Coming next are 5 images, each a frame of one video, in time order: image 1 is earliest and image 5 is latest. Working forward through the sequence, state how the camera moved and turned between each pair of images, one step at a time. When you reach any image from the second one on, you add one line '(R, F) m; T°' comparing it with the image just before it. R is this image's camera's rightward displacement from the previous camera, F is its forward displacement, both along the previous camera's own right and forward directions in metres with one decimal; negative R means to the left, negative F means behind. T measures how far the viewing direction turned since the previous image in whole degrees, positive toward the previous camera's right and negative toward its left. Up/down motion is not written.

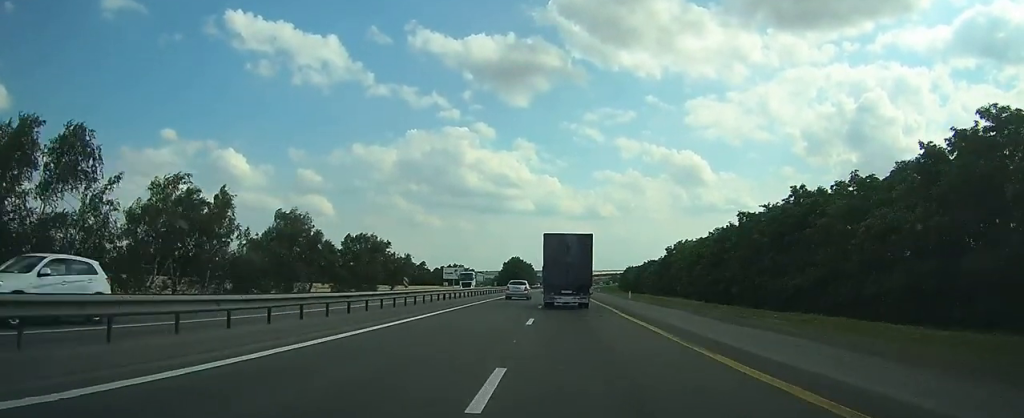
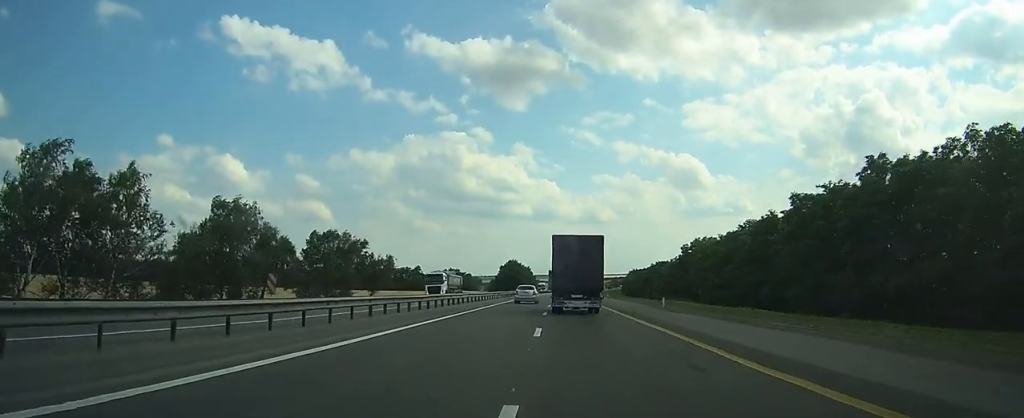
(0.0, +14.4) m; 0°
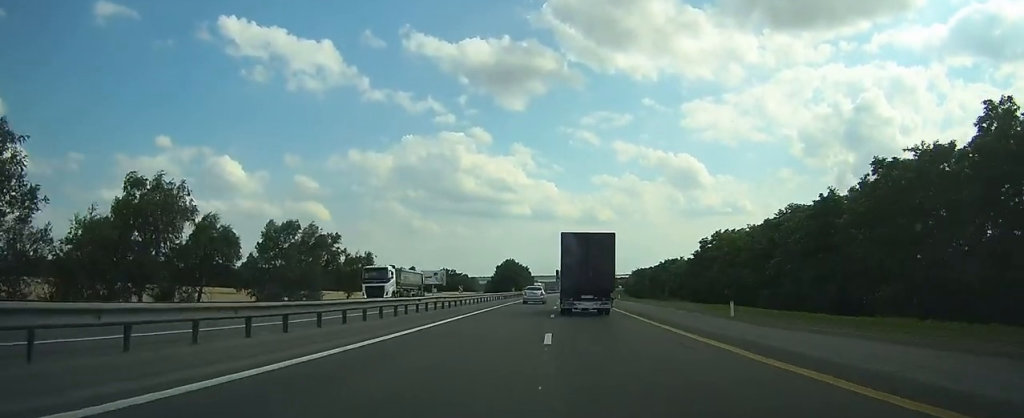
(0.0, +13.6) m; 0°
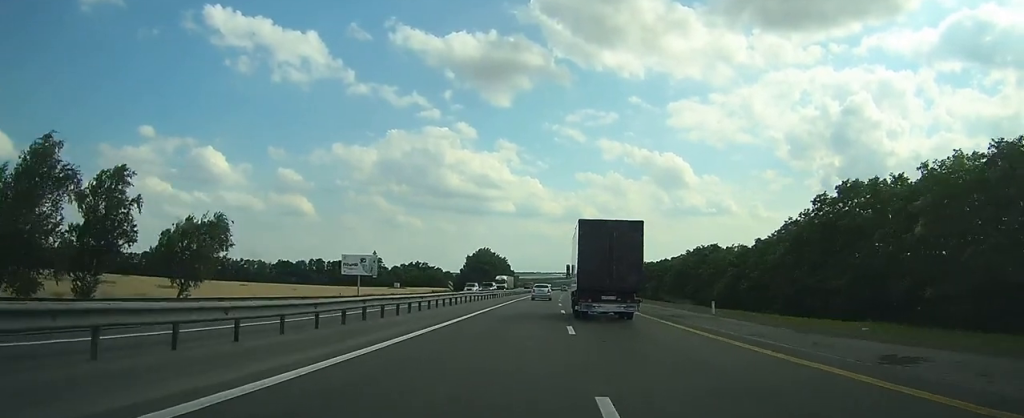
(+0.2, +44.7) m; +1°
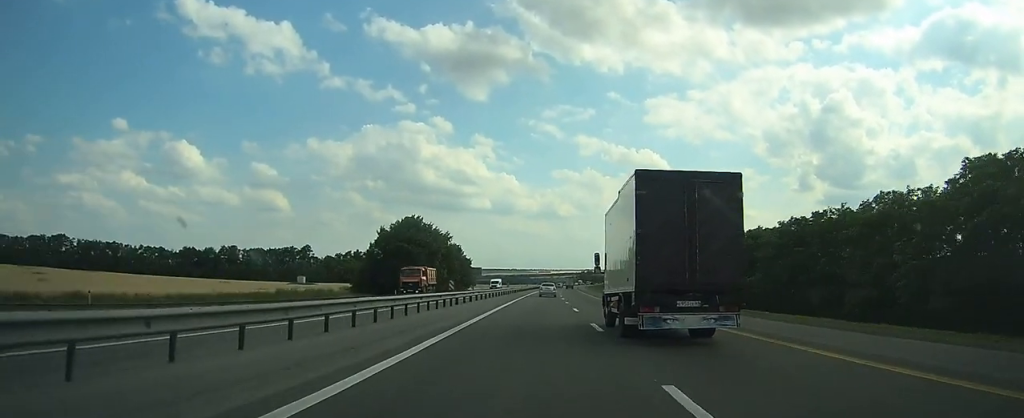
(+0.6, +81.9) m; +2°
